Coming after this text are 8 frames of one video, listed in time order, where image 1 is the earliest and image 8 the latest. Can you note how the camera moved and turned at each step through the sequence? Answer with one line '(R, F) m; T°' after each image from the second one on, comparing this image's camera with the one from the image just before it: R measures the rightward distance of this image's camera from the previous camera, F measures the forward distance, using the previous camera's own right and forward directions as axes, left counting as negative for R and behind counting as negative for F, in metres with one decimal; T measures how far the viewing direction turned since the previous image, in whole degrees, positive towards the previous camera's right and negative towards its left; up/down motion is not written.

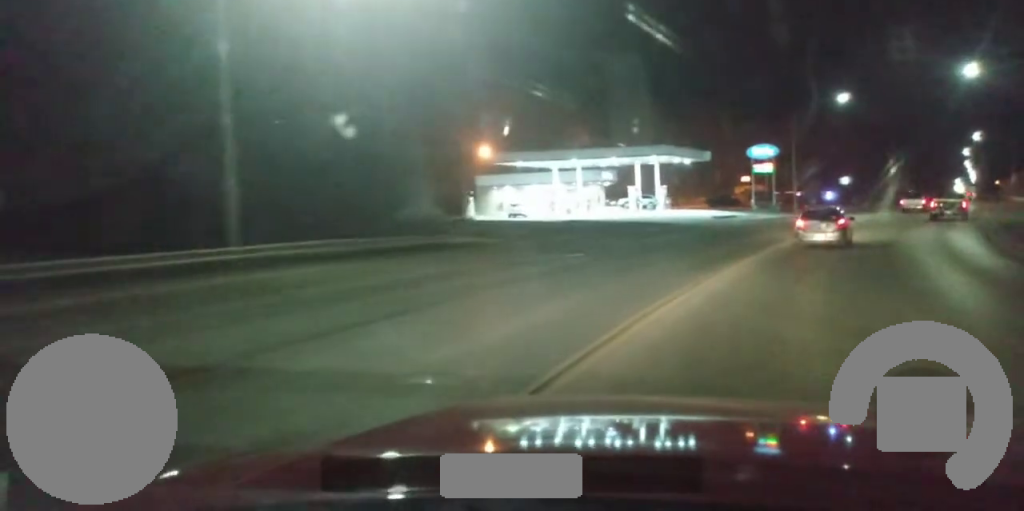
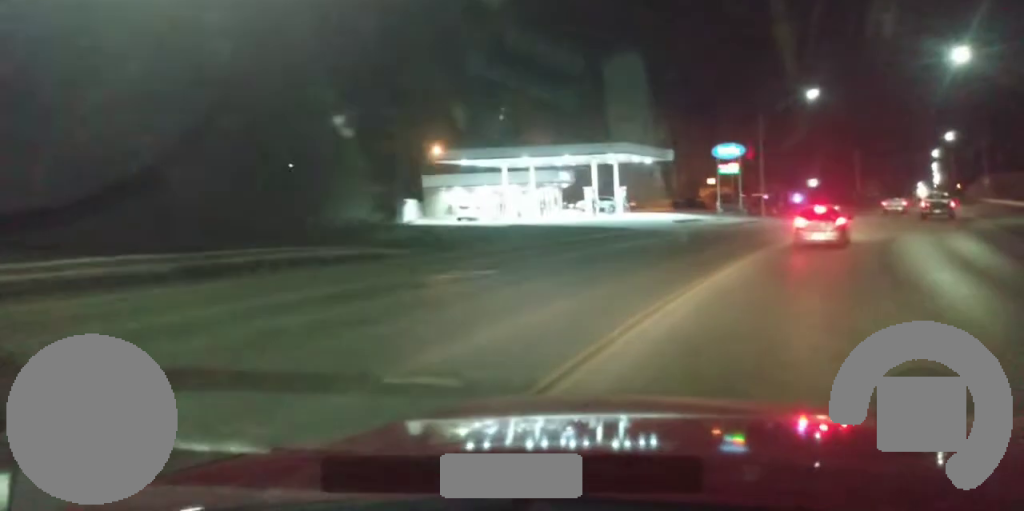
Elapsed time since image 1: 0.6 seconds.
(+0.2, +6.7) m; +1°
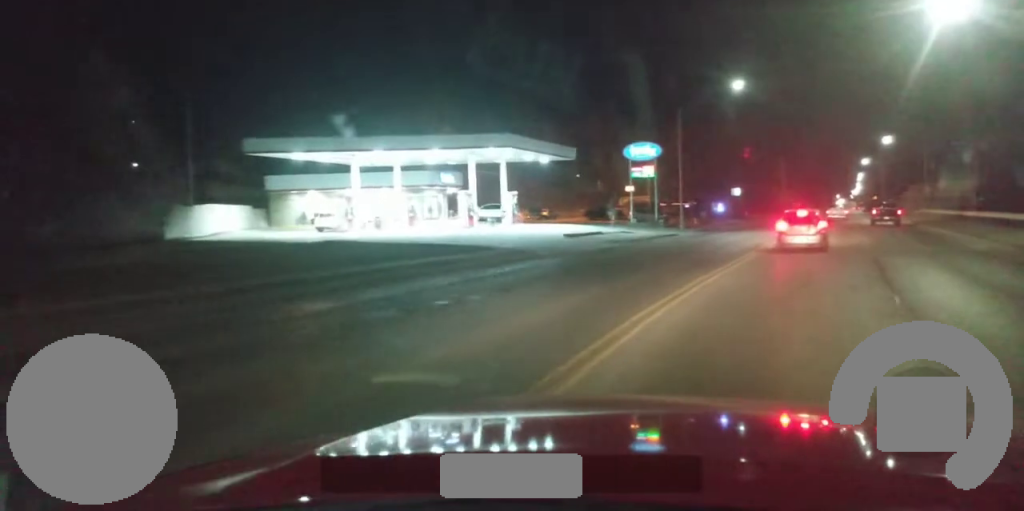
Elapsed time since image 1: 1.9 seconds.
(+0.1, +15.5) m; +1°
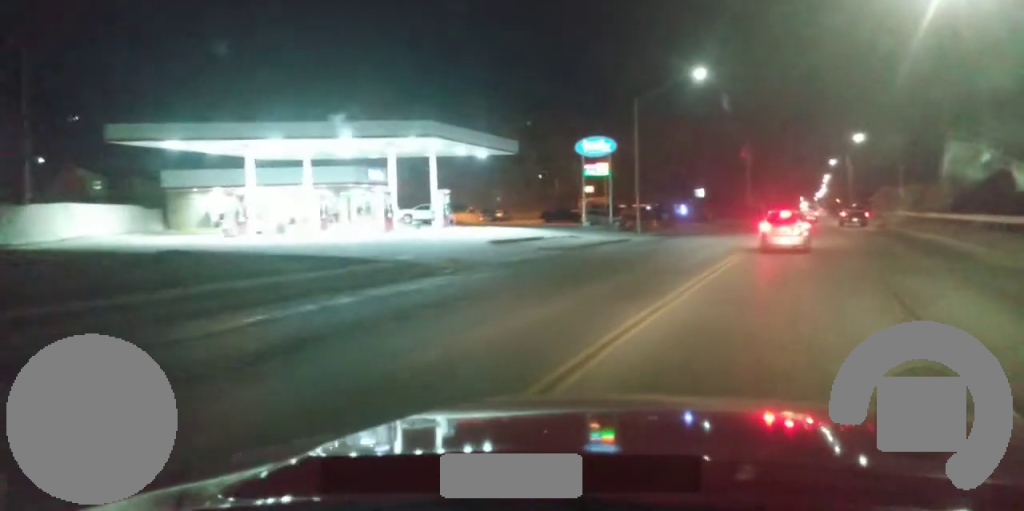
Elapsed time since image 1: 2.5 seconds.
(+0.1, +8.0) m; +1°
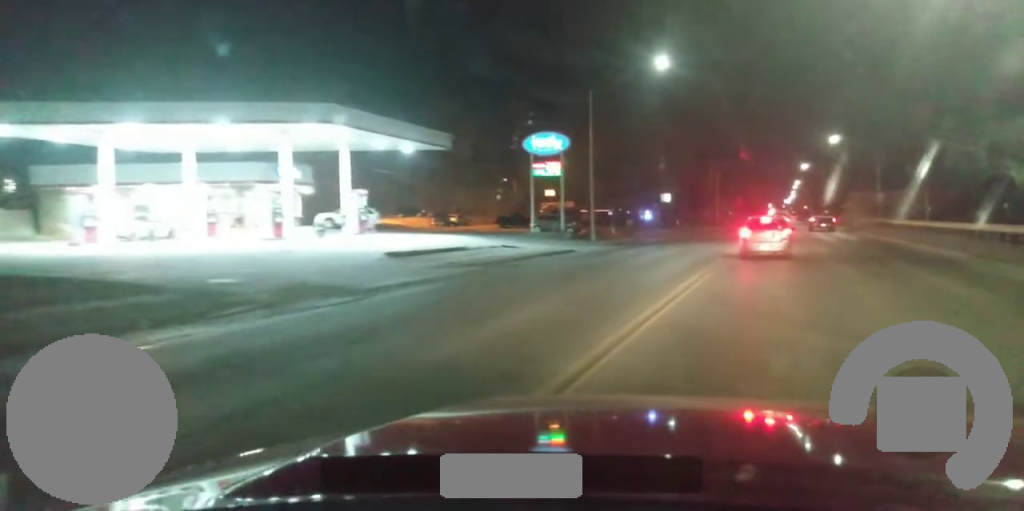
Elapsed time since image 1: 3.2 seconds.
(0.0, +8.2) m; +2°
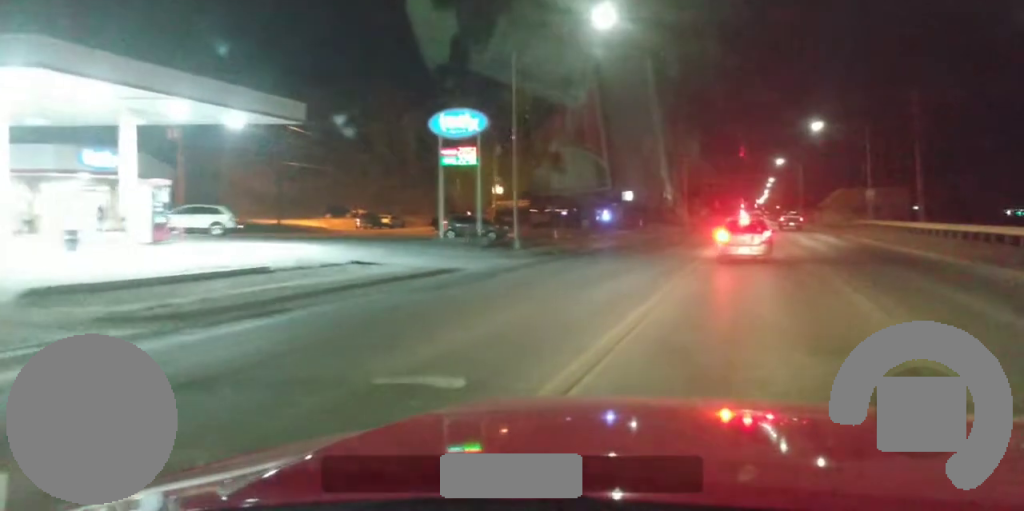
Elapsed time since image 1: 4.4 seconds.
(+0.5, +13.3) m; +6°
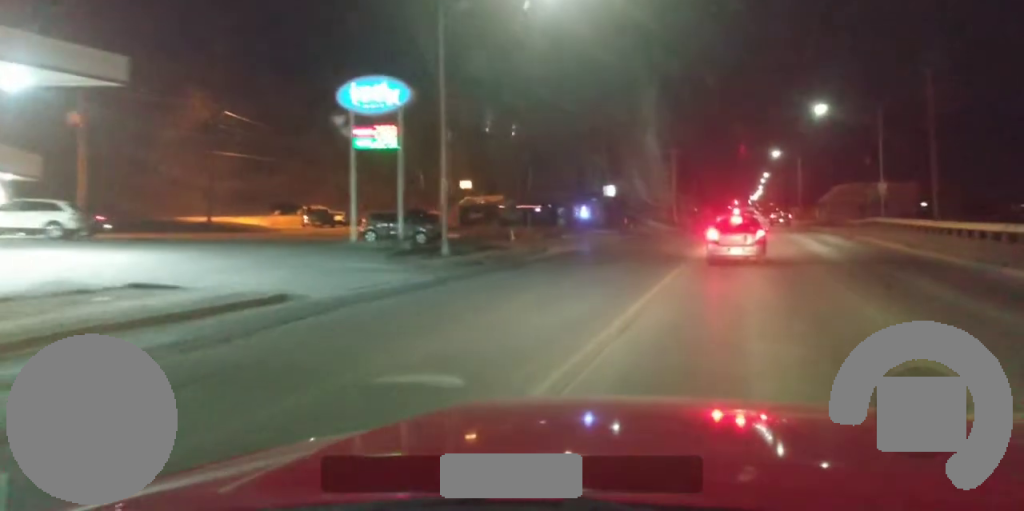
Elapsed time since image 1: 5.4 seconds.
(+0.4, +9.2) m; +3°
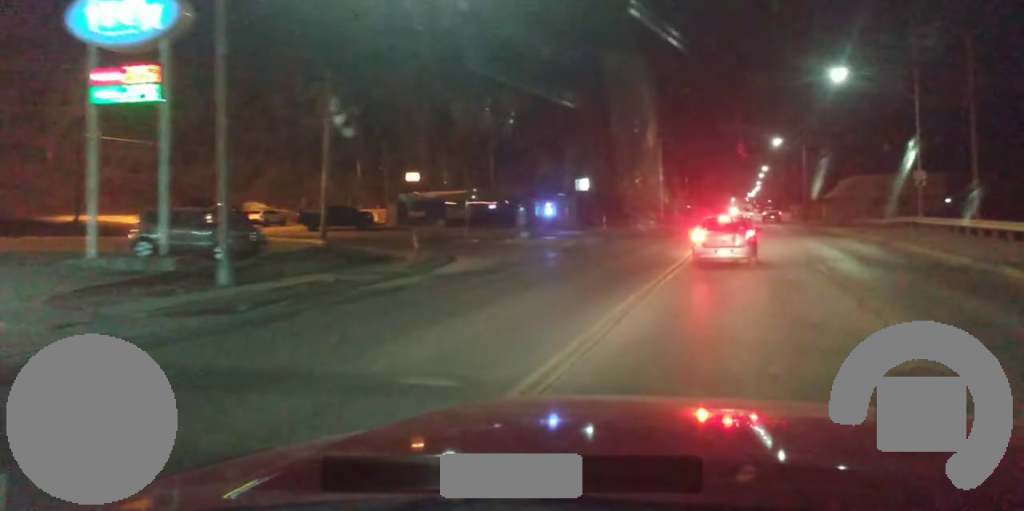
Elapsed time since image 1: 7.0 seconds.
(+0.2, +14.3) m; +1°
